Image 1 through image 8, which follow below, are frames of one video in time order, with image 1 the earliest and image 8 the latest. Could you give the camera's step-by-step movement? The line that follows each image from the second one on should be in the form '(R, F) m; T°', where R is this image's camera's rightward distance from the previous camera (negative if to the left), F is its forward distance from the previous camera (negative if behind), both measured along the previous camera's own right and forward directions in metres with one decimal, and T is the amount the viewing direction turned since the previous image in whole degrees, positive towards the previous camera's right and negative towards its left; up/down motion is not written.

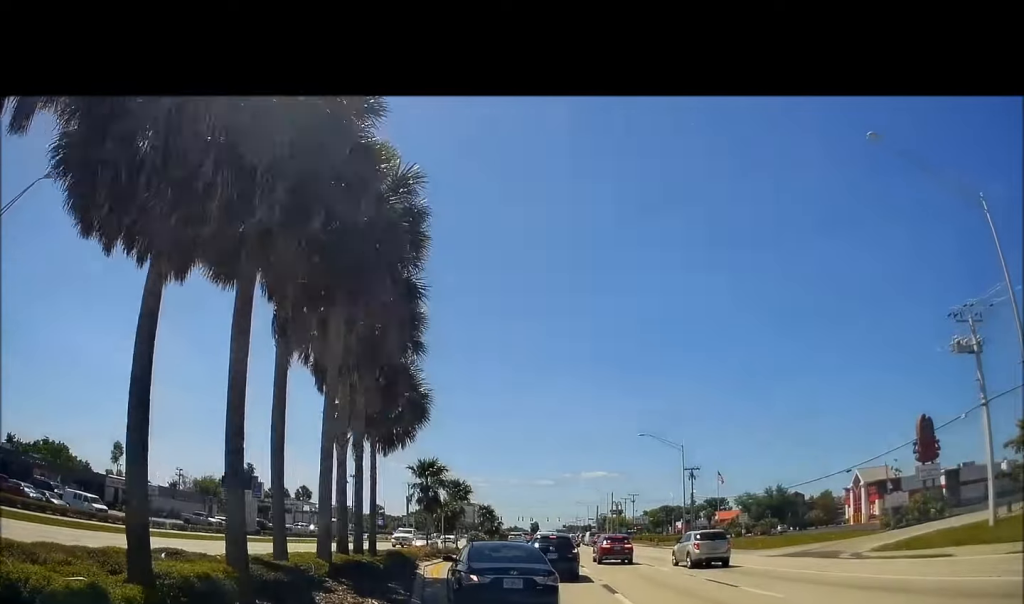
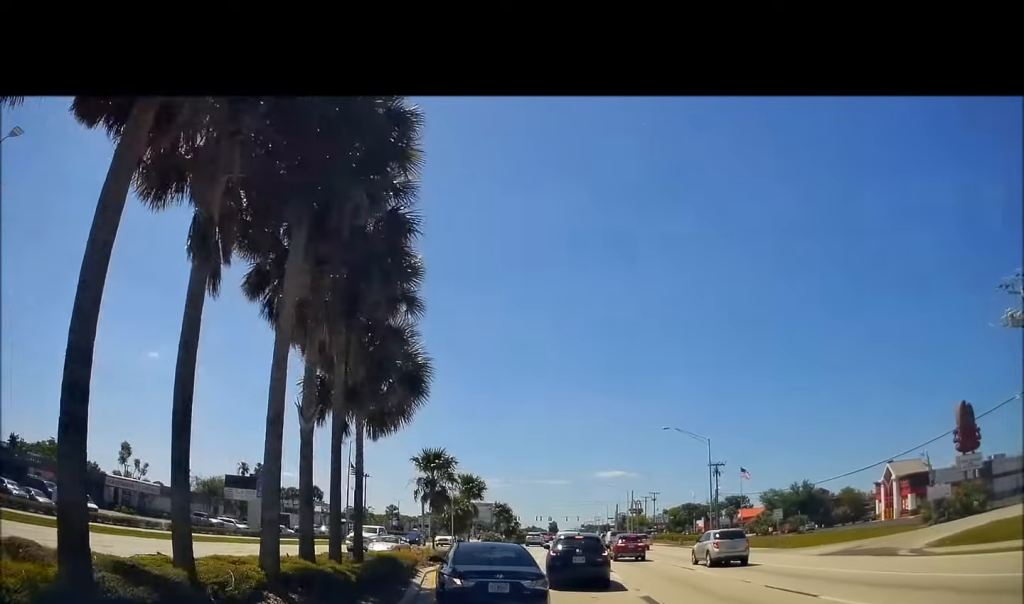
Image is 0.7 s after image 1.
(0.0, +3.9) m; 0°
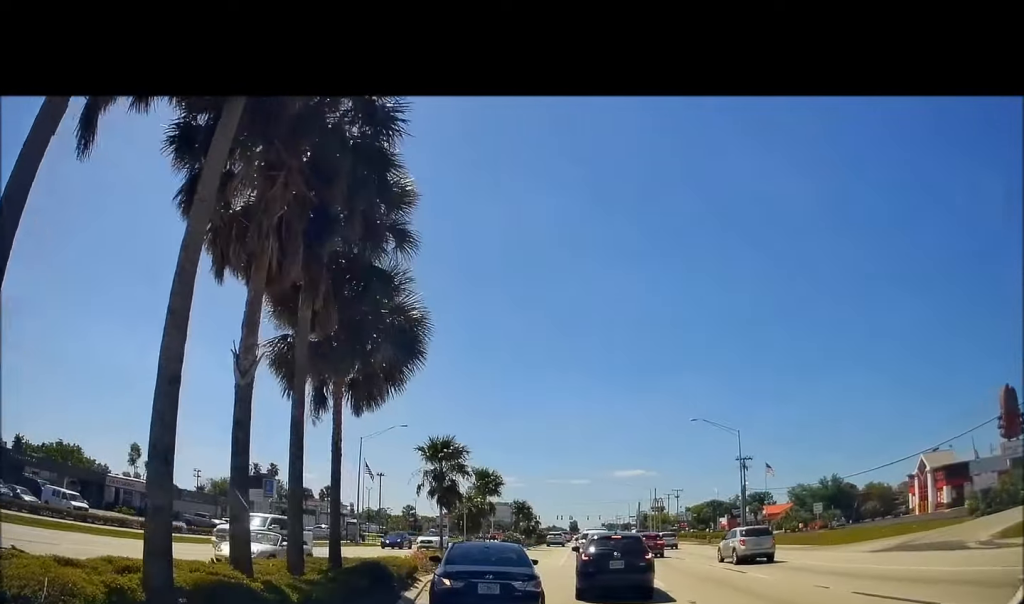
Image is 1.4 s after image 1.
(0.0, +3.9) m; 0°
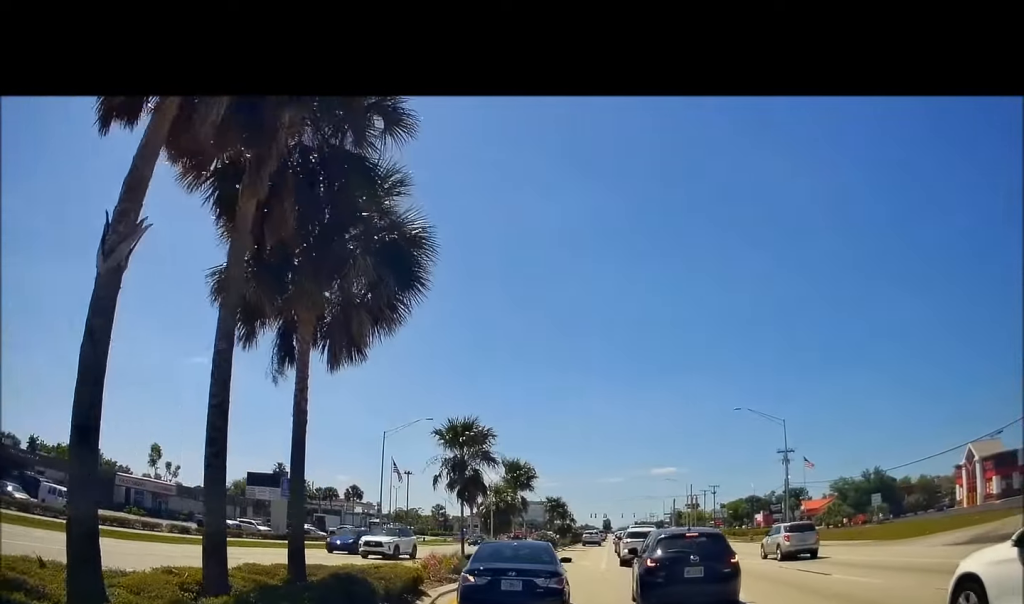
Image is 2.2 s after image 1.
(0.0, +4.0) m; 0°
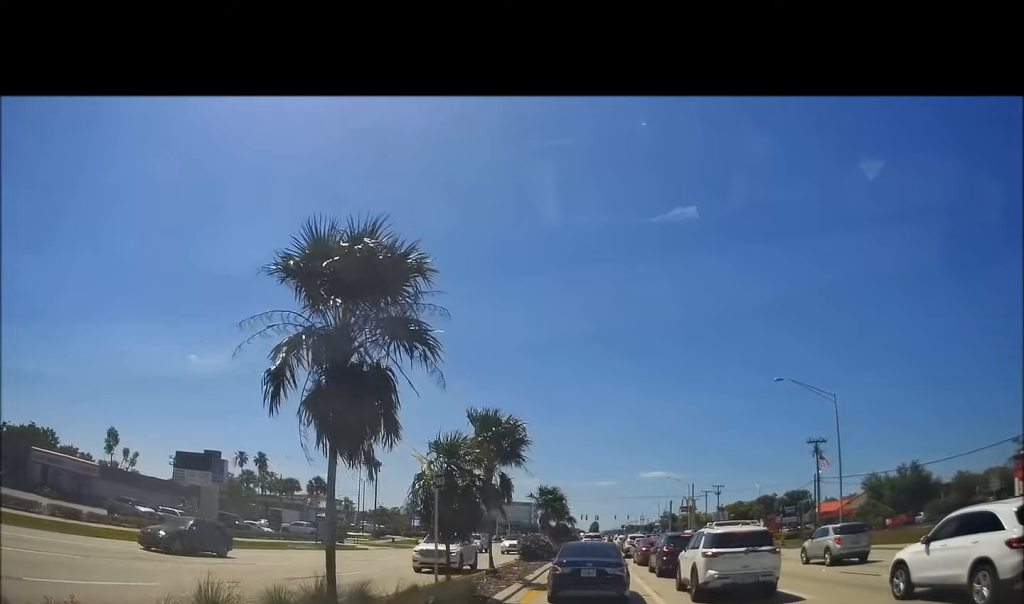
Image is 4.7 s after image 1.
(-1.2, +12.6) m; -8°
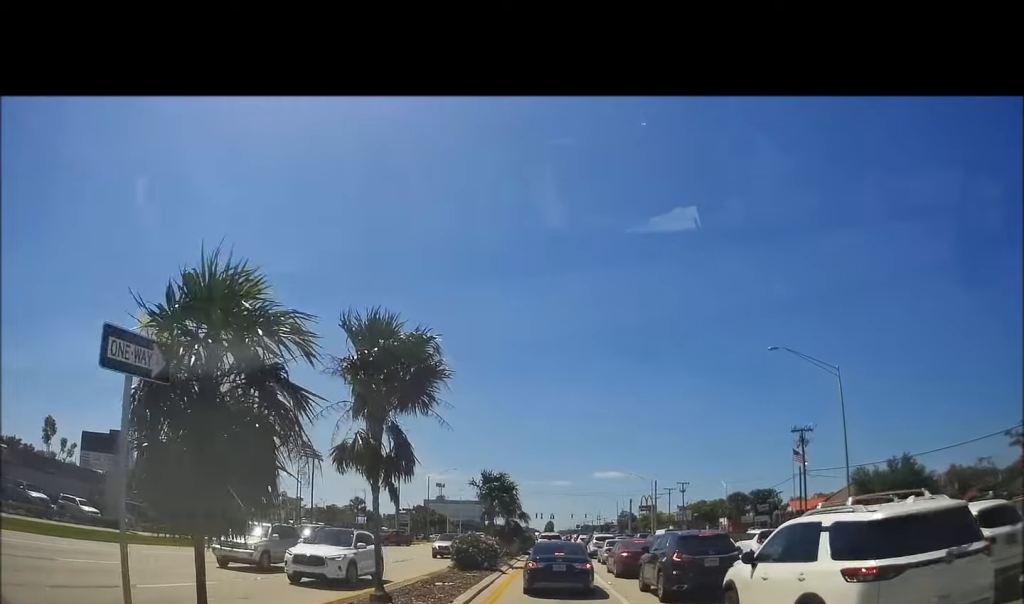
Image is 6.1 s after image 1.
(+0.2, +7.1) m; 0°
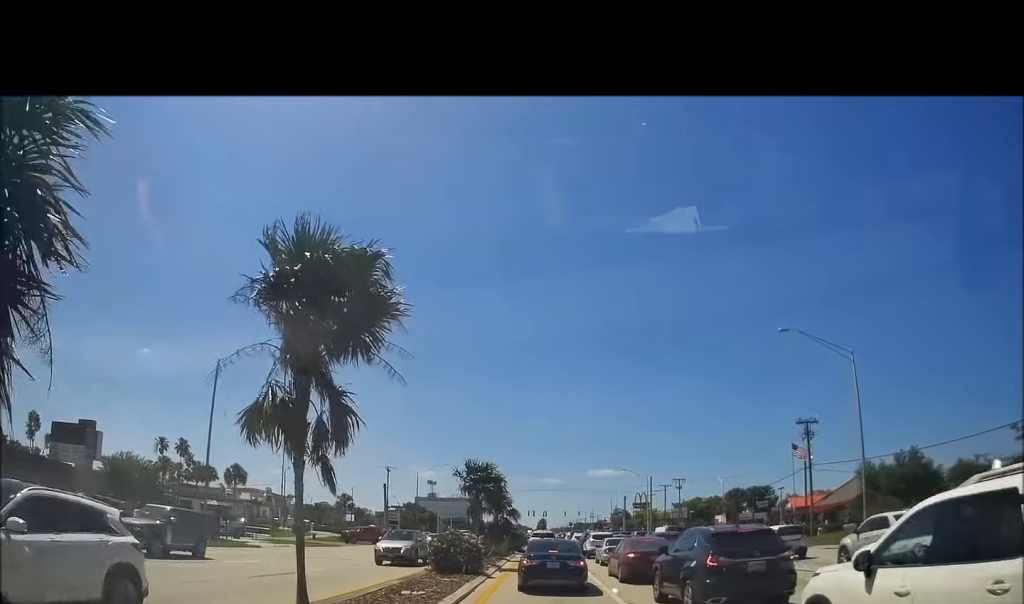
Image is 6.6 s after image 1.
(0.0, +2.7) m; 0°
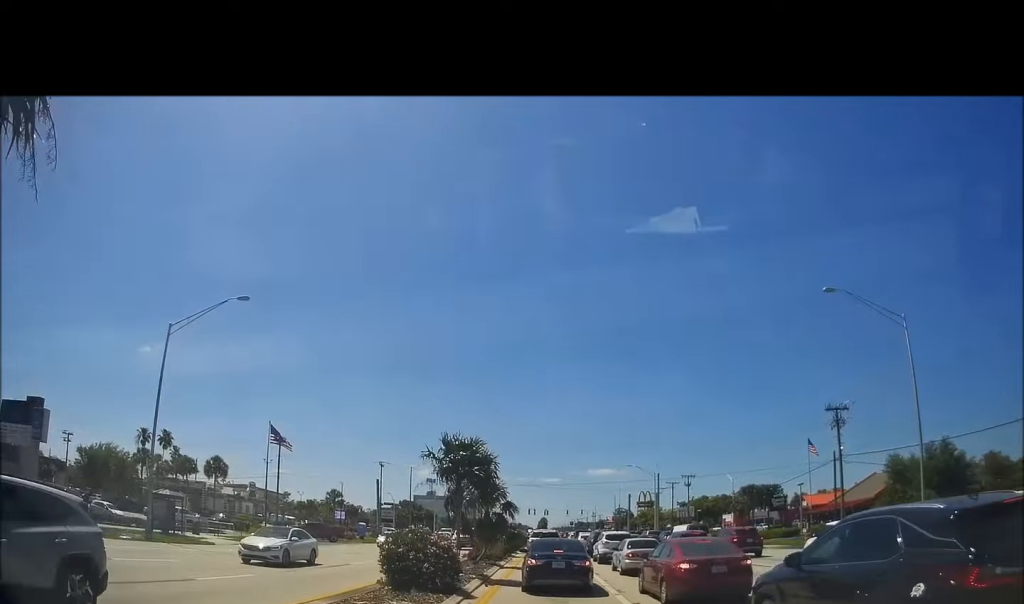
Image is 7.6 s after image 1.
(-0.1, +5.9) m; +2°
